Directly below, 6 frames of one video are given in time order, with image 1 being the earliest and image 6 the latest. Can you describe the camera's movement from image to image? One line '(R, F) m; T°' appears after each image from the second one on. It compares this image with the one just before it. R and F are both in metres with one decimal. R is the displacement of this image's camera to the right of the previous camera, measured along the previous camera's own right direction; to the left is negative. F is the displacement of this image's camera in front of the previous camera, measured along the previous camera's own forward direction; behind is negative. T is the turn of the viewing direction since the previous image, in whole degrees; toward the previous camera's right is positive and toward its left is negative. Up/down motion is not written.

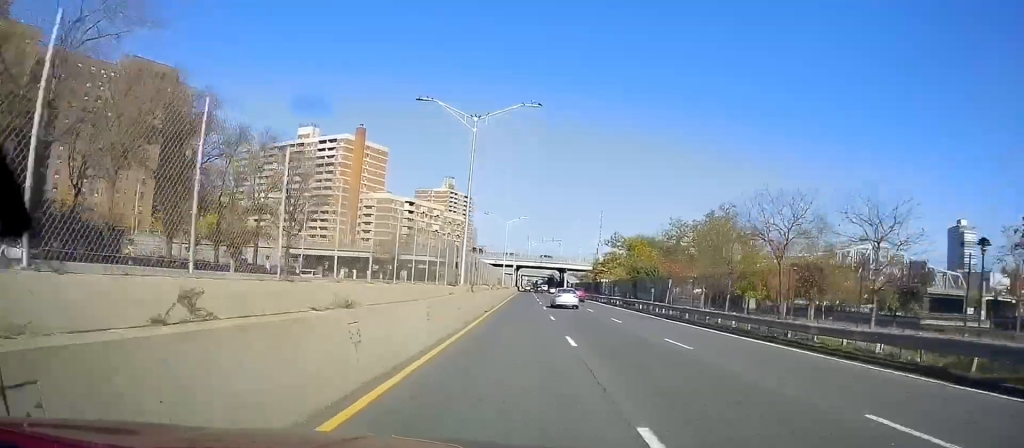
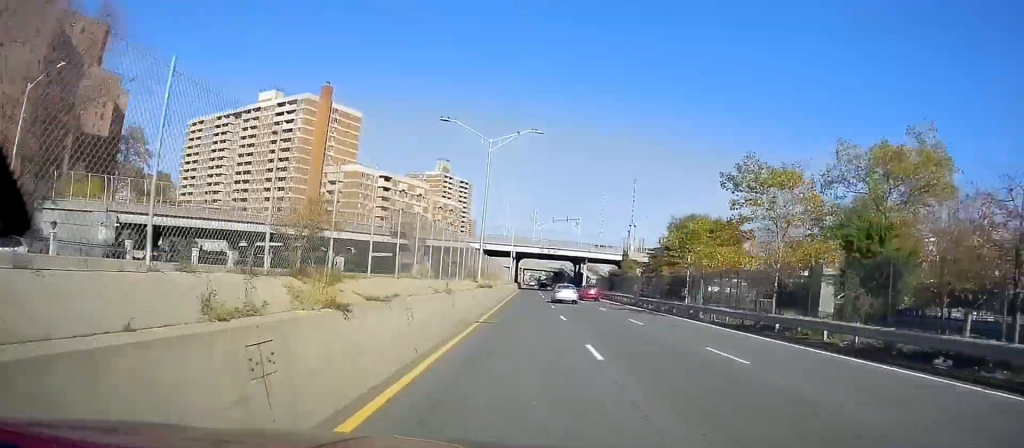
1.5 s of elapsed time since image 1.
(+0.5, +41.0) m; 0°
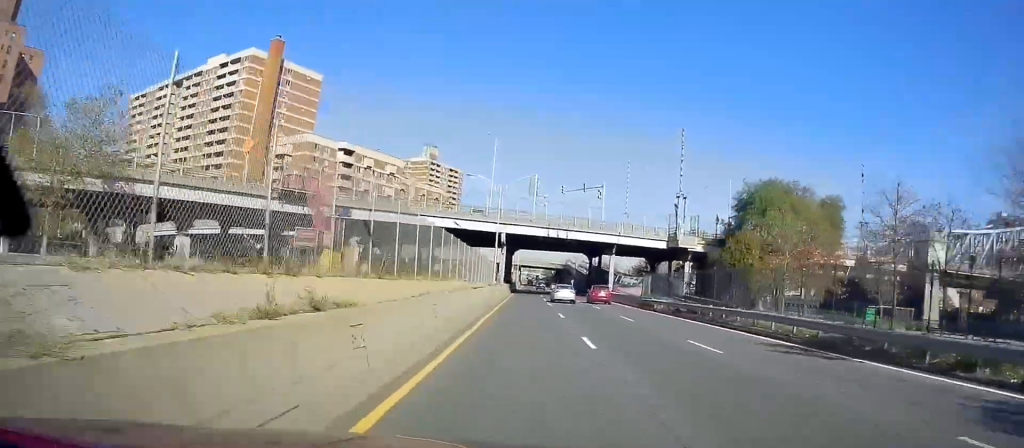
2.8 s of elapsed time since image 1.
(-0.4, +35.1) m; 0°
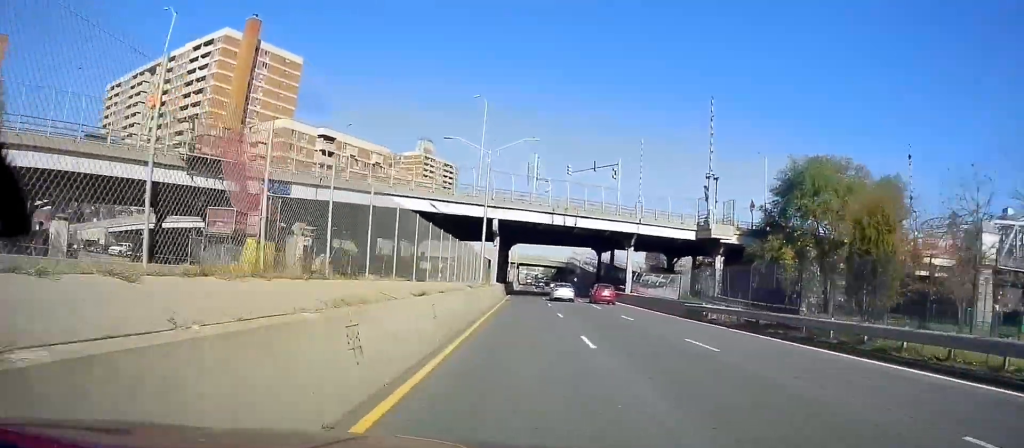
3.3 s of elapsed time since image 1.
(+0.1, +12.6) m; 0°
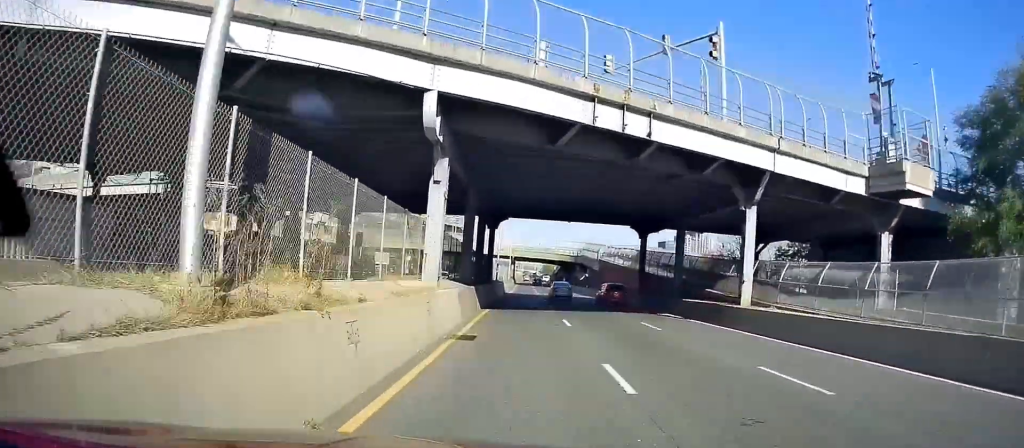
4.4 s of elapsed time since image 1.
(+0.3, +30.6) m; 0°
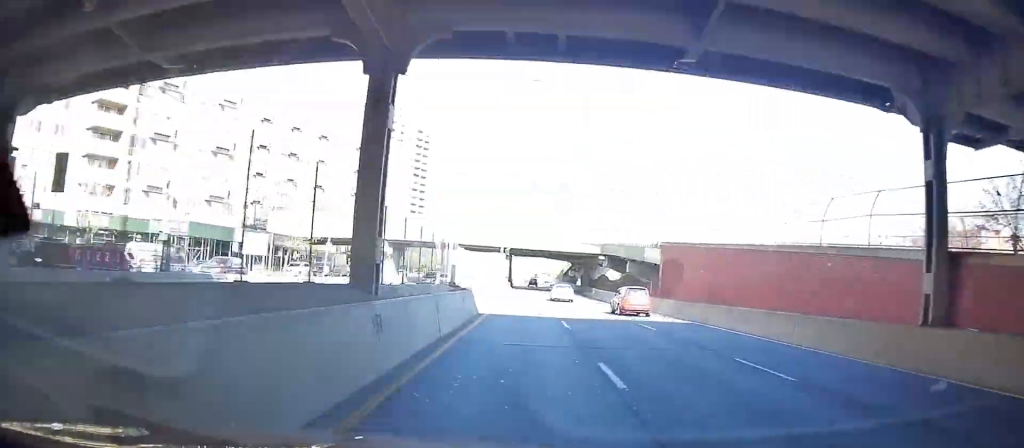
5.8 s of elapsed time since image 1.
(-0.4, +36.0) m; -1°
